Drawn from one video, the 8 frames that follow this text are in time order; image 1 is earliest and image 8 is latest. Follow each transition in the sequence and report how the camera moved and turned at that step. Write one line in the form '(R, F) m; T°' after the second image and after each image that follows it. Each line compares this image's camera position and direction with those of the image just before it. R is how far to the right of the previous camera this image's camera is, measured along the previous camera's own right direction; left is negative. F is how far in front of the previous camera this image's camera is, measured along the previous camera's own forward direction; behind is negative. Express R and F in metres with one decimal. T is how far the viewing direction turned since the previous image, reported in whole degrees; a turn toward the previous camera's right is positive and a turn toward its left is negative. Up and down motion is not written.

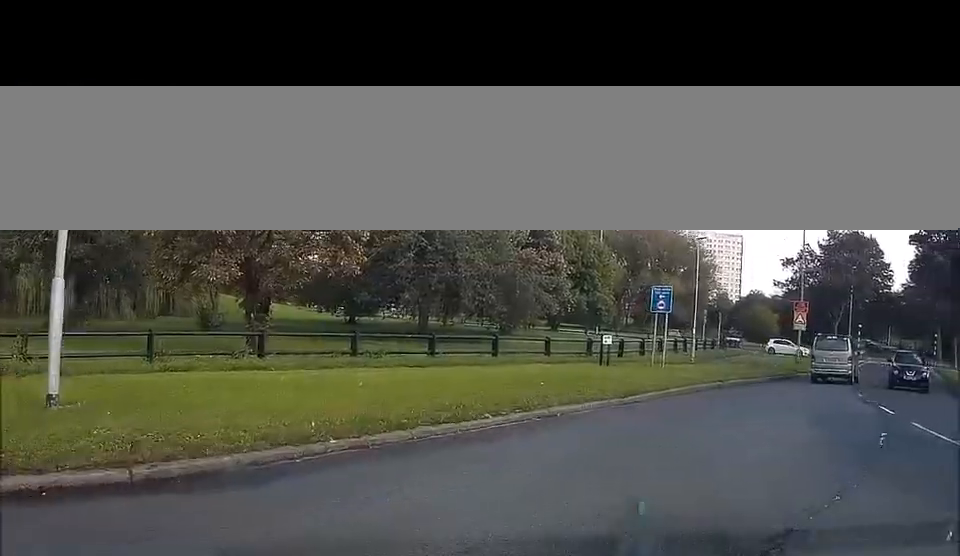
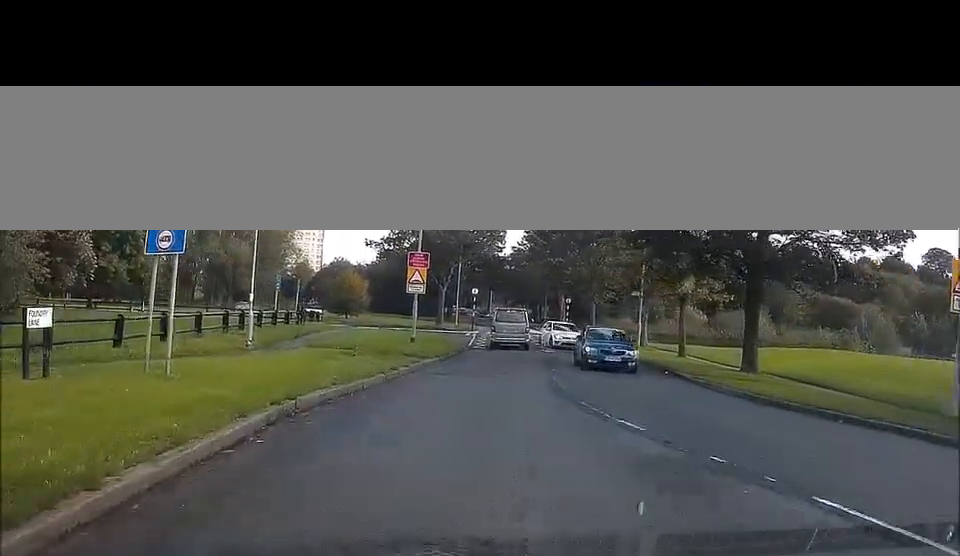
(+2.3, +13.6) m; +19°
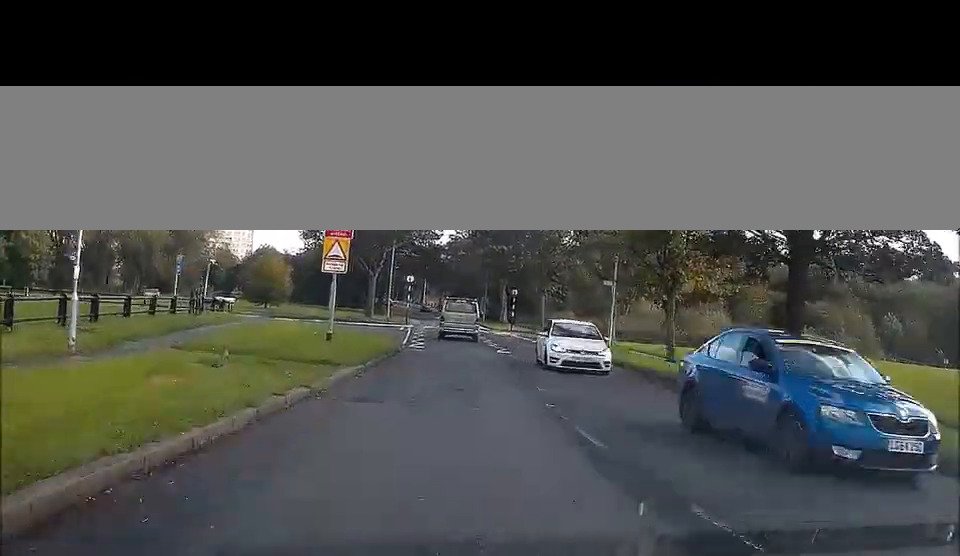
(+0.5, +9.0) m; +7°
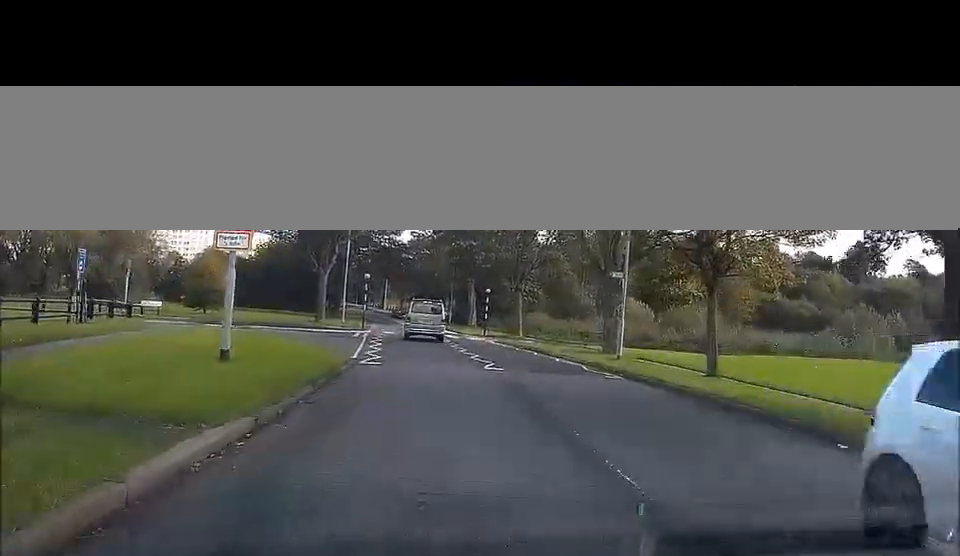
(+0.5, +10.1) m; +4°
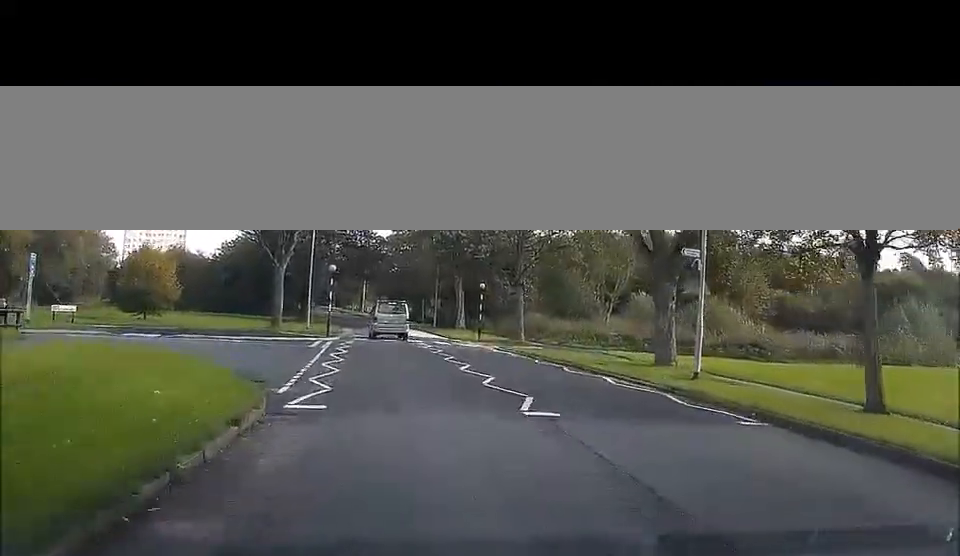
(0.0, +10.1) m; 0°
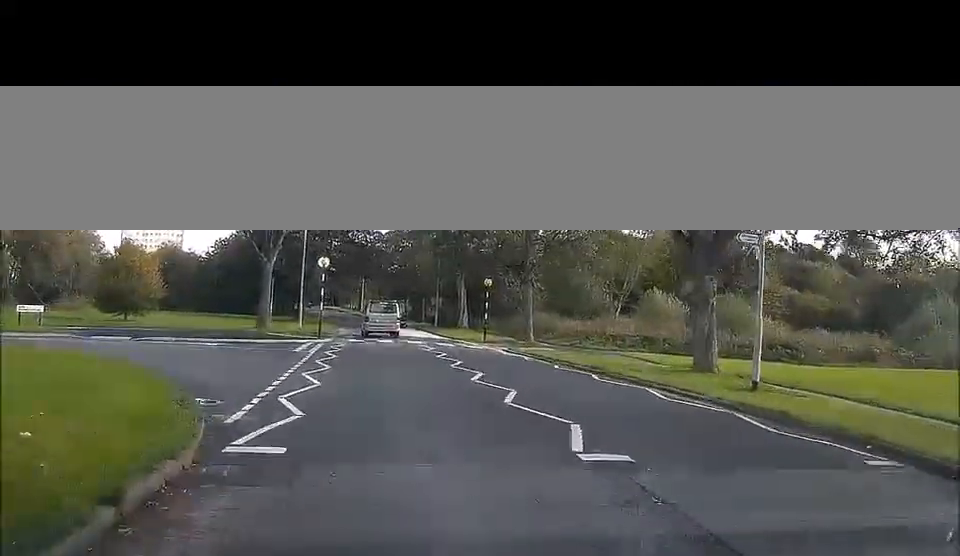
(0.0, +3.7) m; 0°
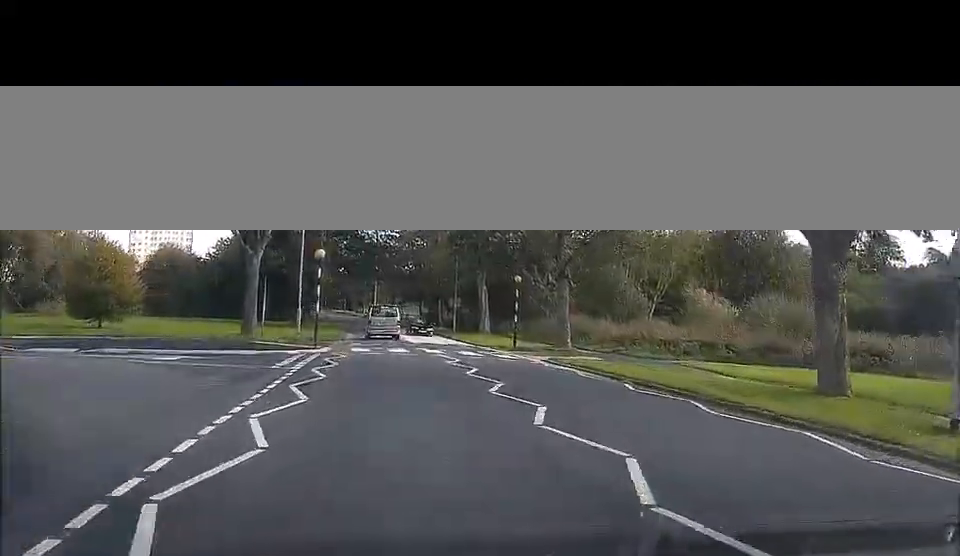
(0.0, +6.8) m; 0°
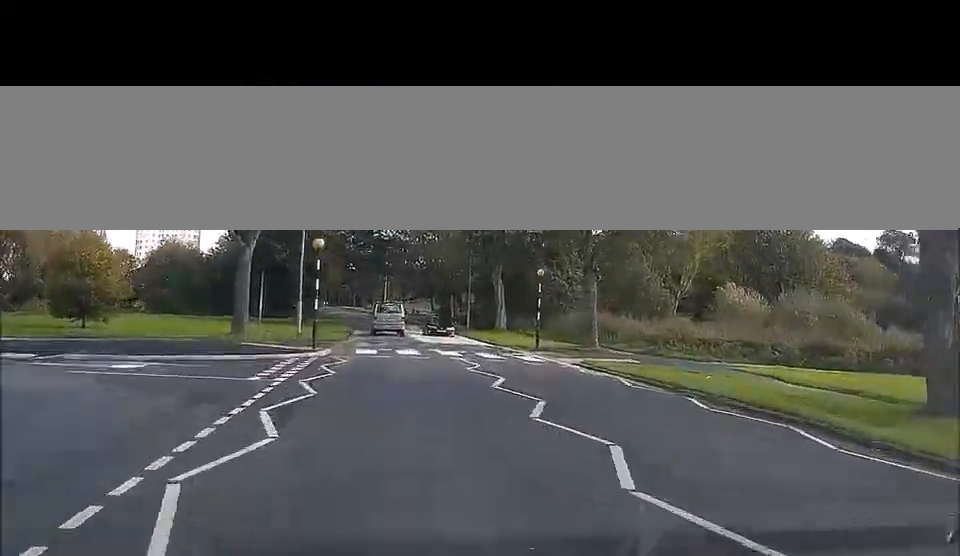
(0.0, +3.5) m; 0°
